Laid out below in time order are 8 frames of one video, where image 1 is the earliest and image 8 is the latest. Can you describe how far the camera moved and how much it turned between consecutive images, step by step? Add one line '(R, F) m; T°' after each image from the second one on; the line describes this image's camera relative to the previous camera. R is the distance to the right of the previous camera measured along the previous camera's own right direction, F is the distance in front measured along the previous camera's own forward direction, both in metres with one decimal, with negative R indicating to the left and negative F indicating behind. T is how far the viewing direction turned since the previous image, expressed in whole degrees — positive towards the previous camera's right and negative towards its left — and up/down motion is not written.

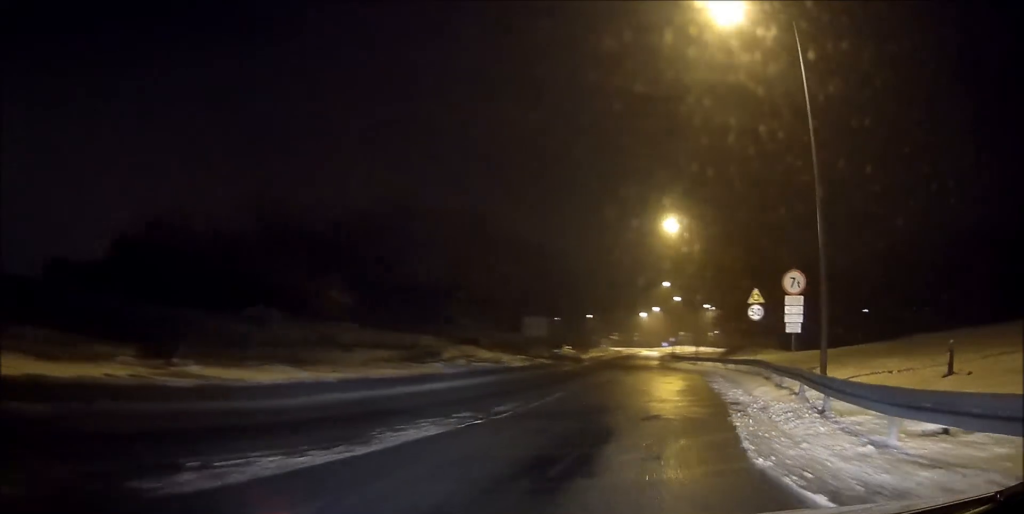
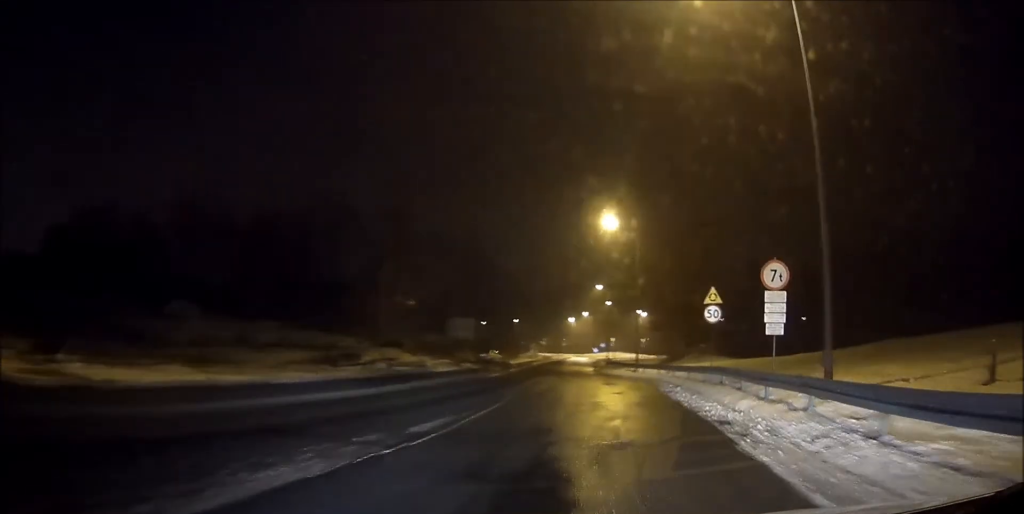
(-0.1, +3.7) m; +4°
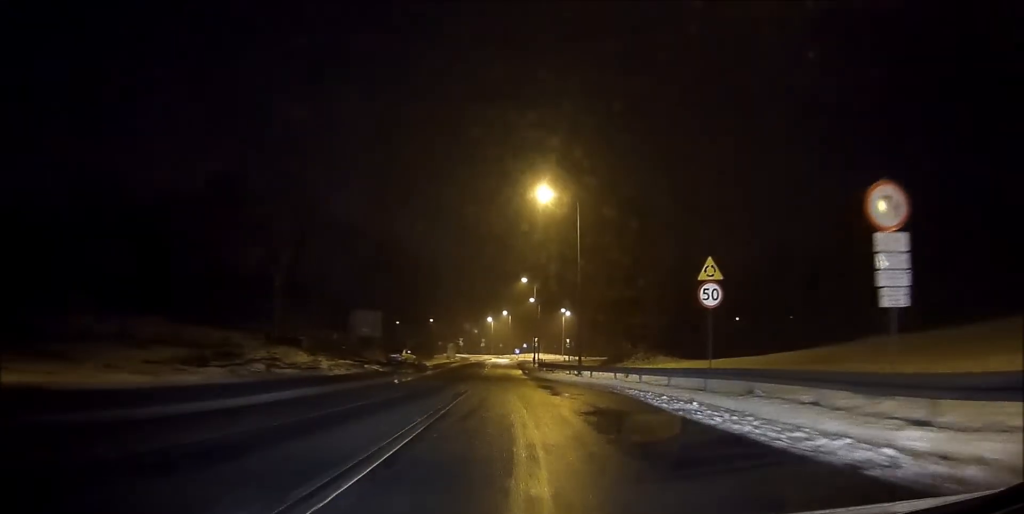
(+0.8, +8.7) m; +9°
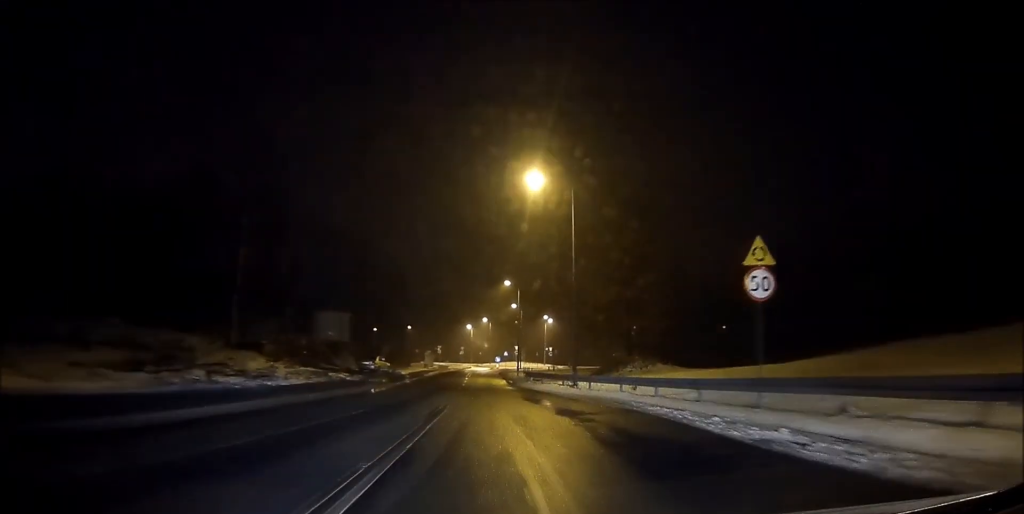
(+0.2, +4.8) m; +4°
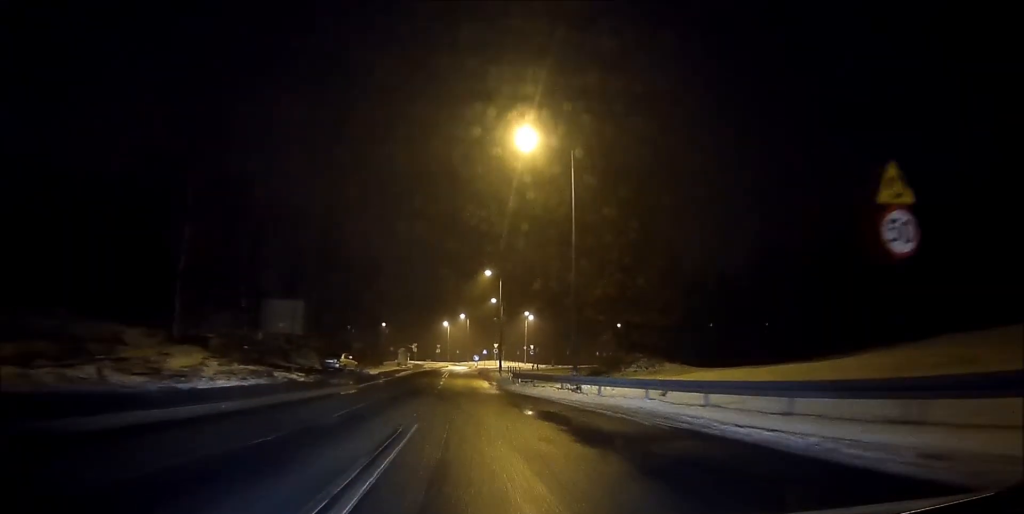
(+0.2, +6.5) m; +1°
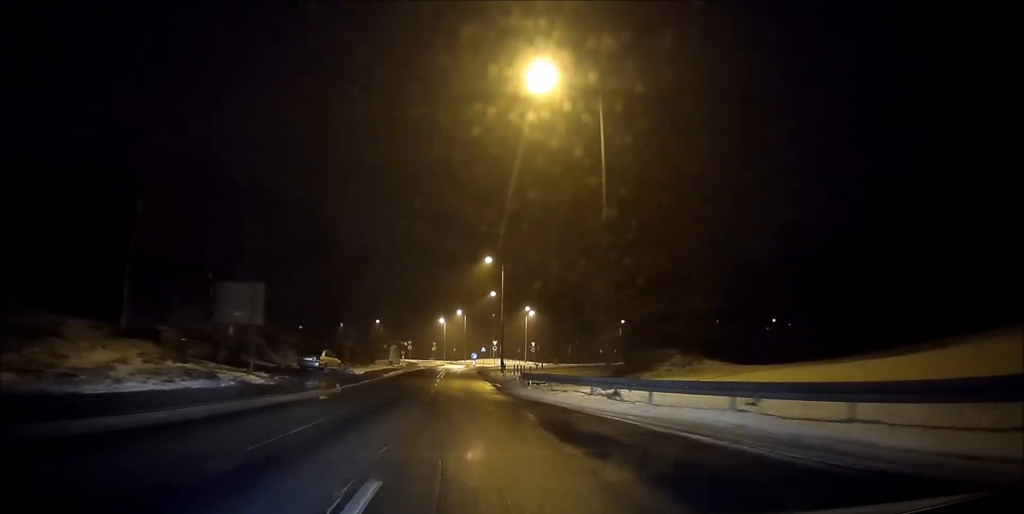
(+0.1, +6.4) m; 0°
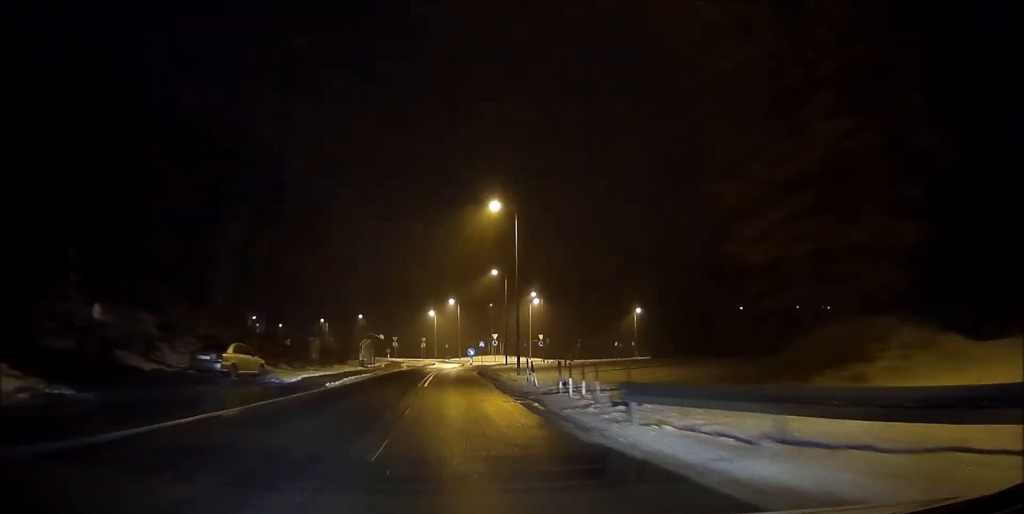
(-0.2, +17.1) m; -1°
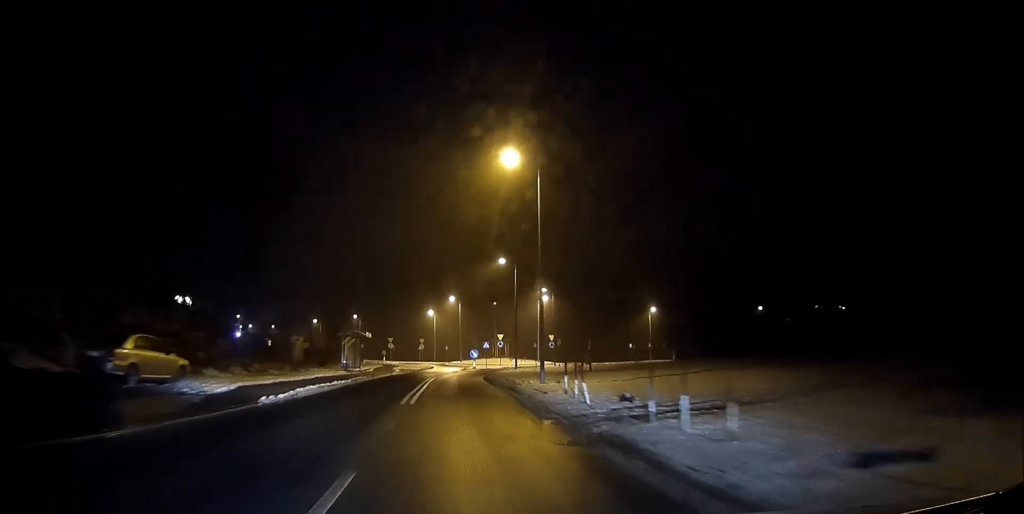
(0.0, +8.8) m; 0°
